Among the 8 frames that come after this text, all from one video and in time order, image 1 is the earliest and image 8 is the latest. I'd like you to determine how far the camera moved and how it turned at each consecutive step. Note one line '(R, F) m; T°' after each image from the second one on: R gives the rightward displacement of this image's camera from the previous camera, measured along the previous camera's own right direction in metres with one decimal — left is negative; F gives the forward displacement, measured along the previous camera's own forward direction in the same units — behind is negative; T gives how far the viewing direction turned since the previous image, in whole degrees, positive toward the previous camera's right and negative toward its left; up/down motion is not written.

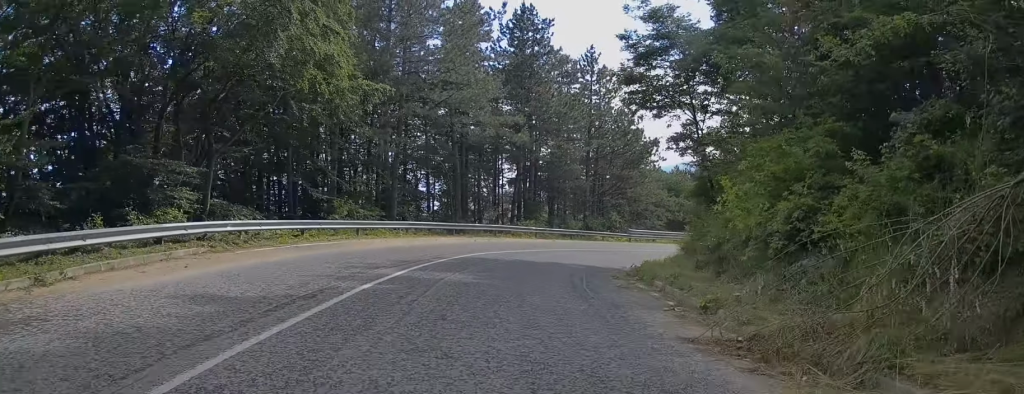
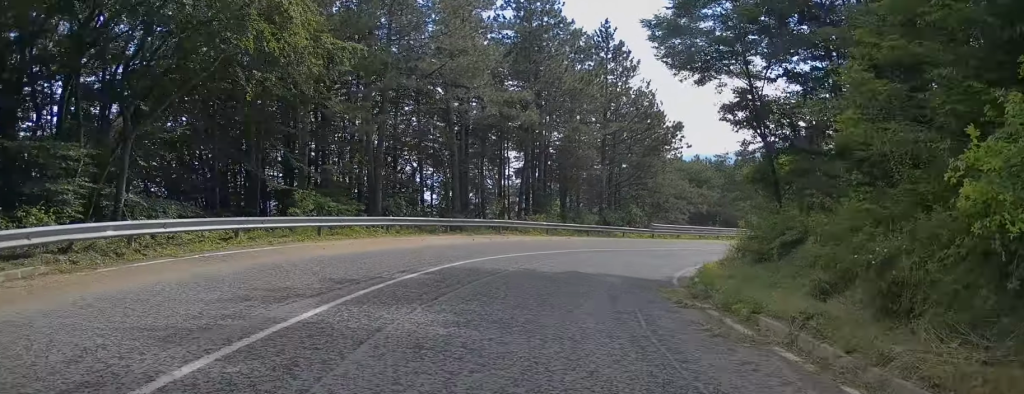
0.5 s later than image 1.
(-0.2, +5.2) m; -3°
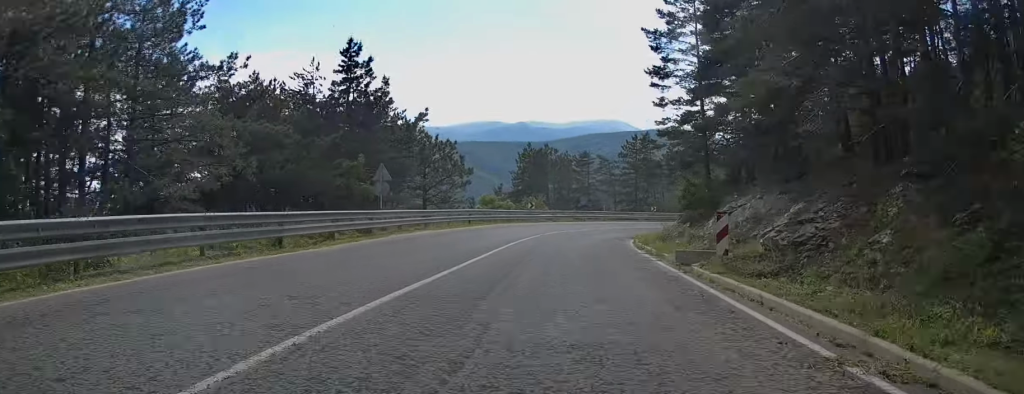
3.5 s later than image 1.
(+8.1, +36.1) m; +27°
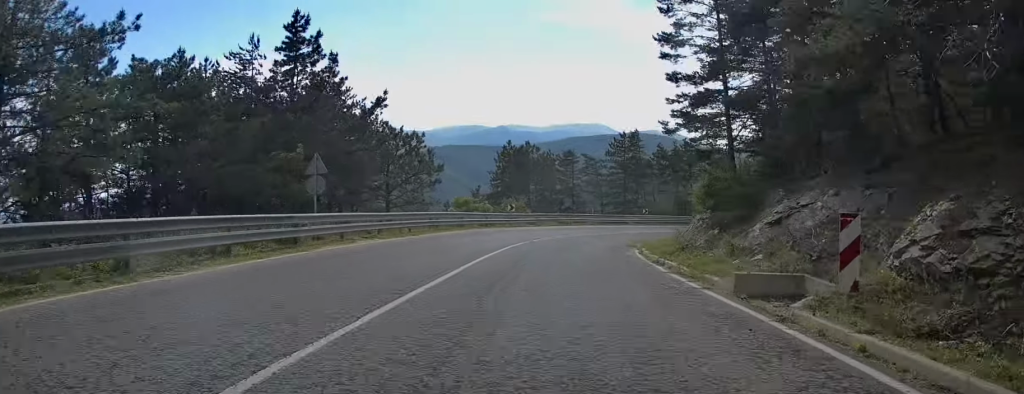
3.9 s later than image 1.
(+0.3, +6.5) m; +4°
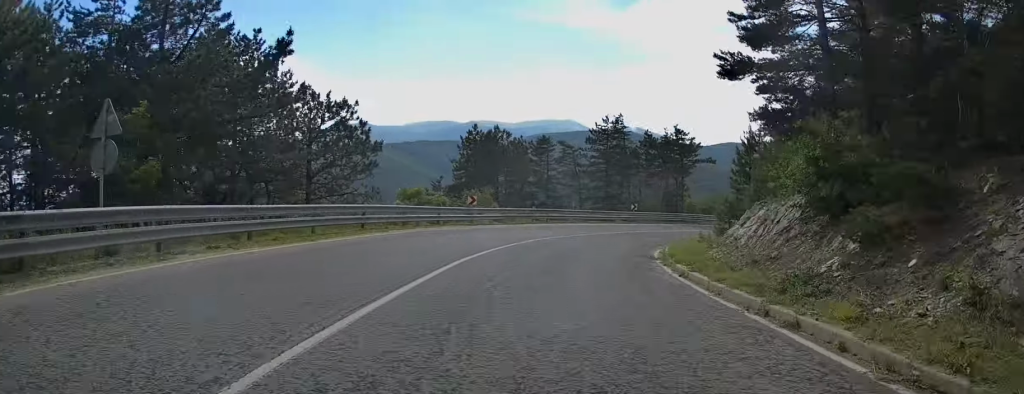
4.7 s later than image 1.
(+0.3, +10.4) m; +6°
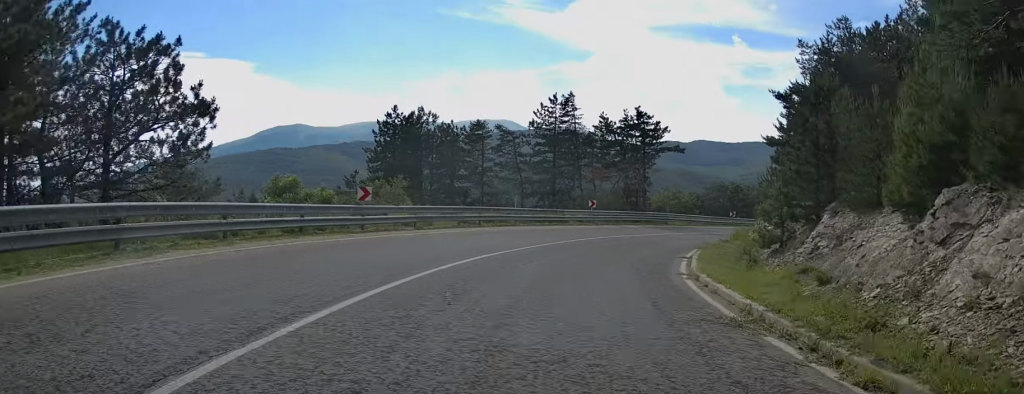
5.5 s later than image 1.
(+0.9, +12.8) m; +7°
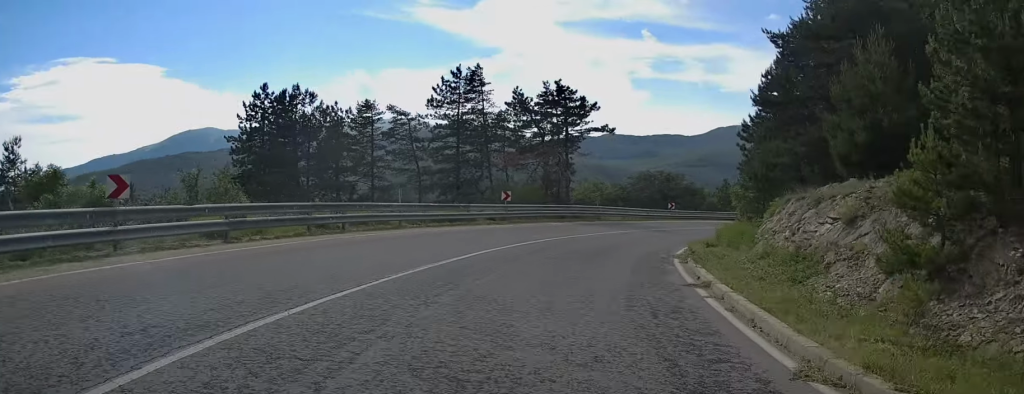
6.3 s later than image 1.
(+0.7, +11.1) m; +7°
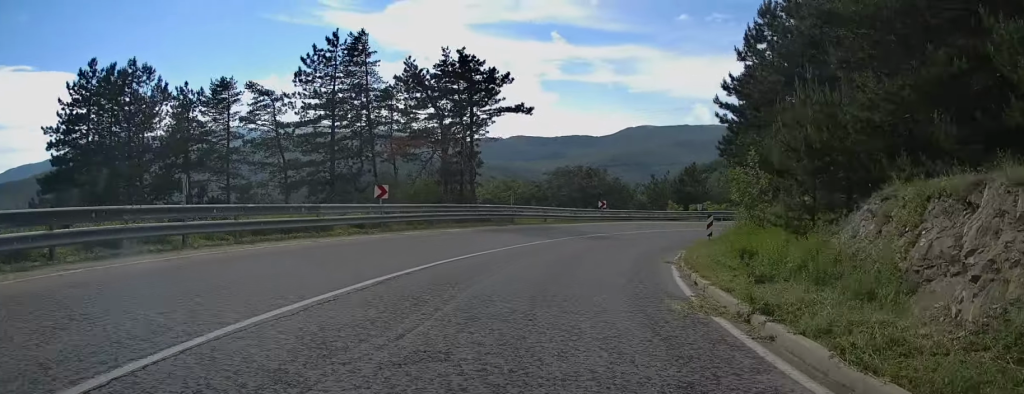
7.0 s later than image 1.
(+0.8, +11.4) m; +7°
